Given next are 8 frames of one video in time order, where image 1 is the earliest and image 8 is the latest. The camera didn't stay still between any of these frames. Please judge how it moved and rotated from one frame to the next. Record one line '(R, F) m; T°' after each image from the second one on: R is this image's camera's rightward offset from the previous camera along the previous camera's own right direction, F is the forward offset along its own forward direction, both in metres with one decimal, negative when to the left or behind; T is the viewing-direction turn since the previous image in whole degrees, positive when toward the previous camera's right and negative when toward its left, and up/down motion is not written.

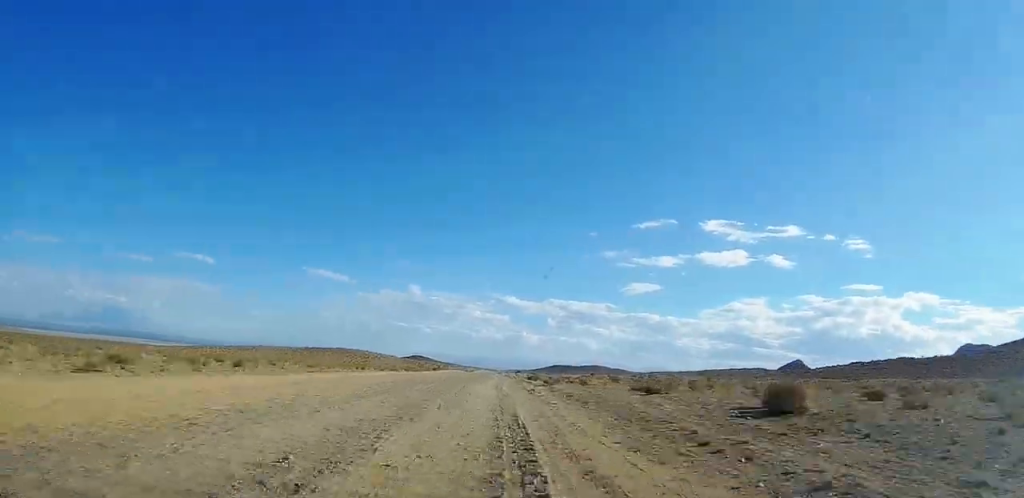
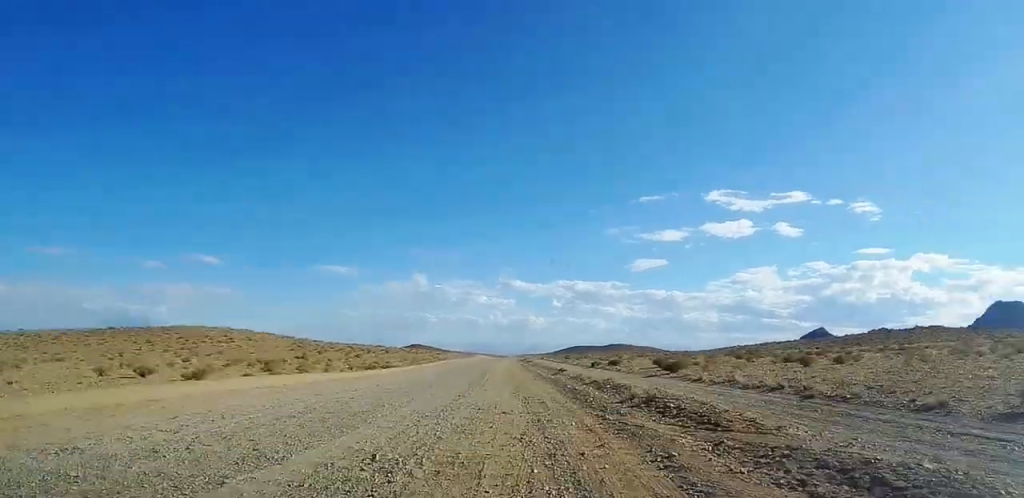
(-1.3, +175.8) m; 0°
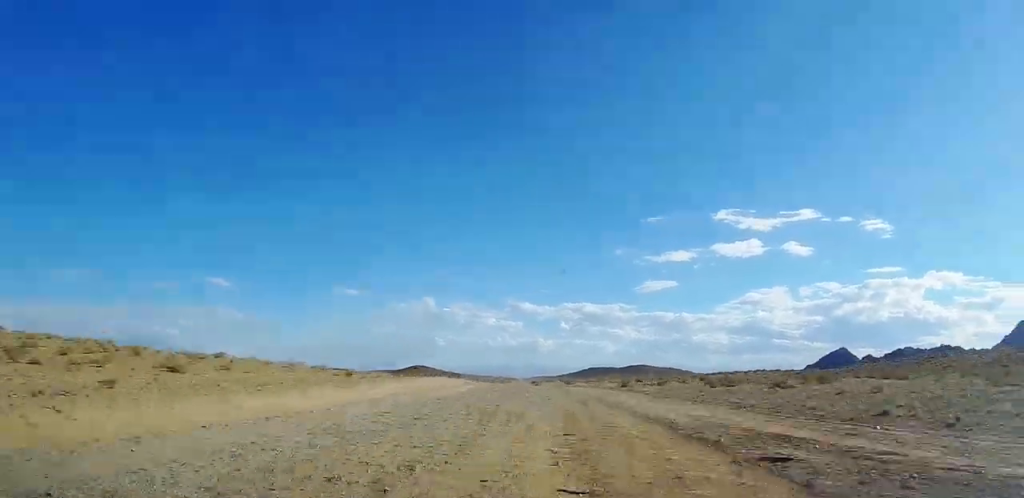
(+0.2, +113.7) m; 0°
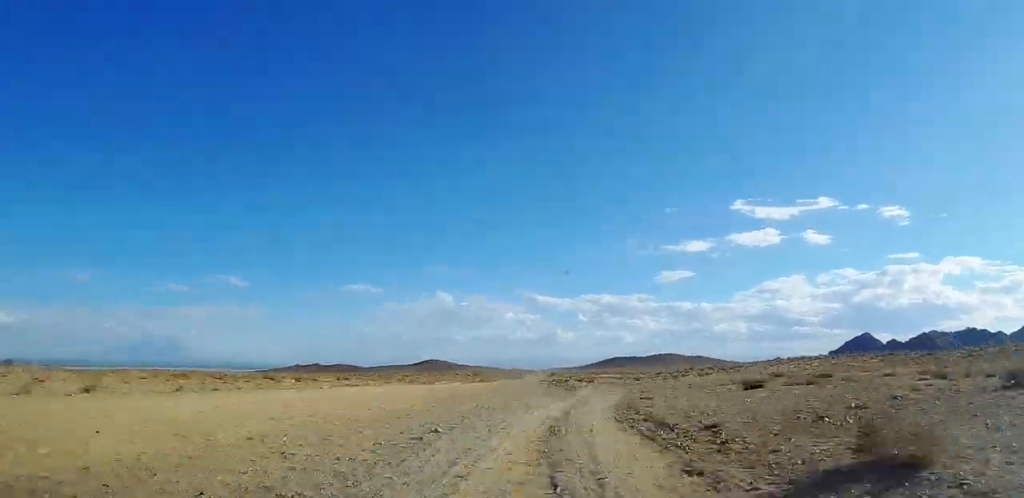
(-0.2, +55.4) m; 0°
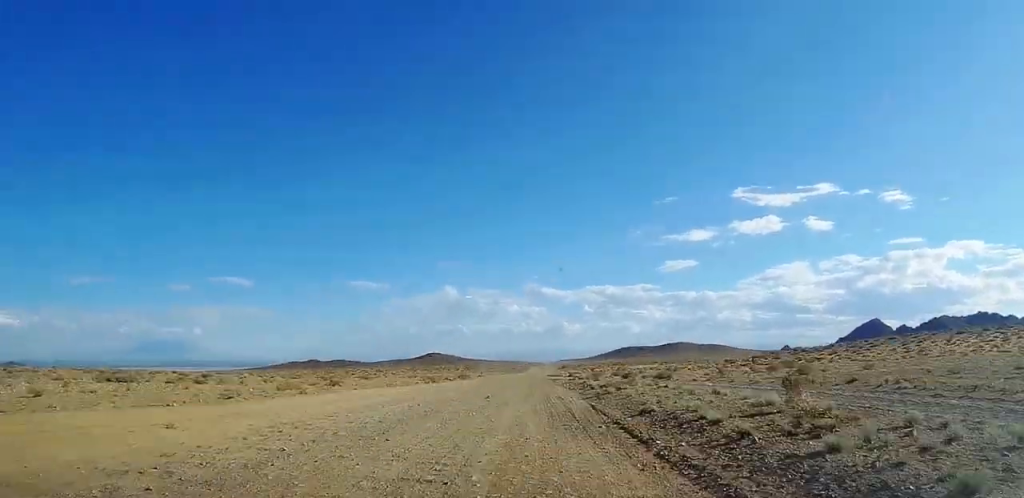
(-0.1, +57.2) m; 0°
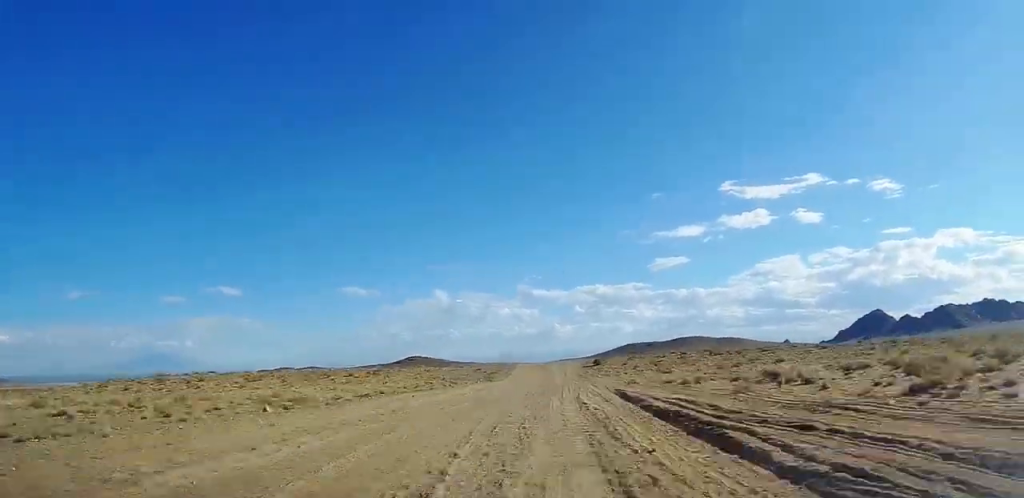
(+0.1, +118.8) m; +1°
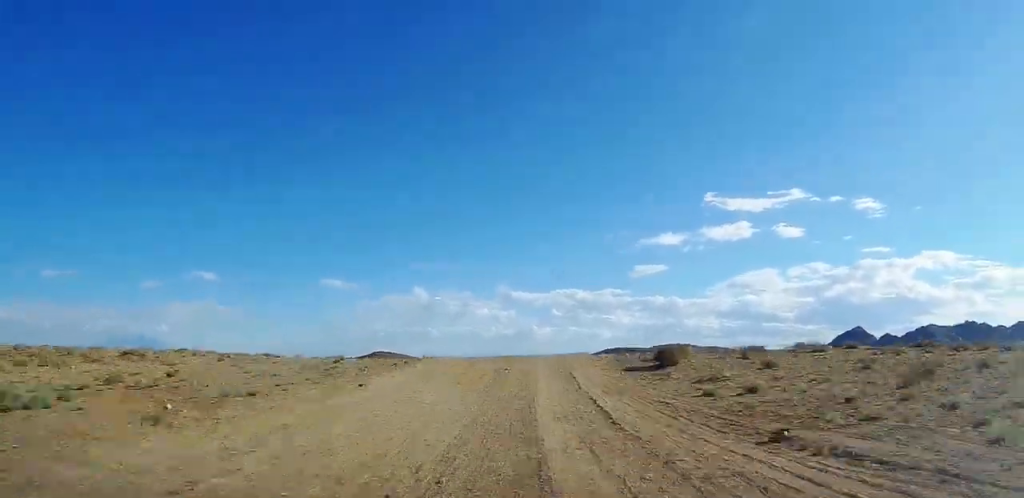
(+0.6, +49.9) m; 0°
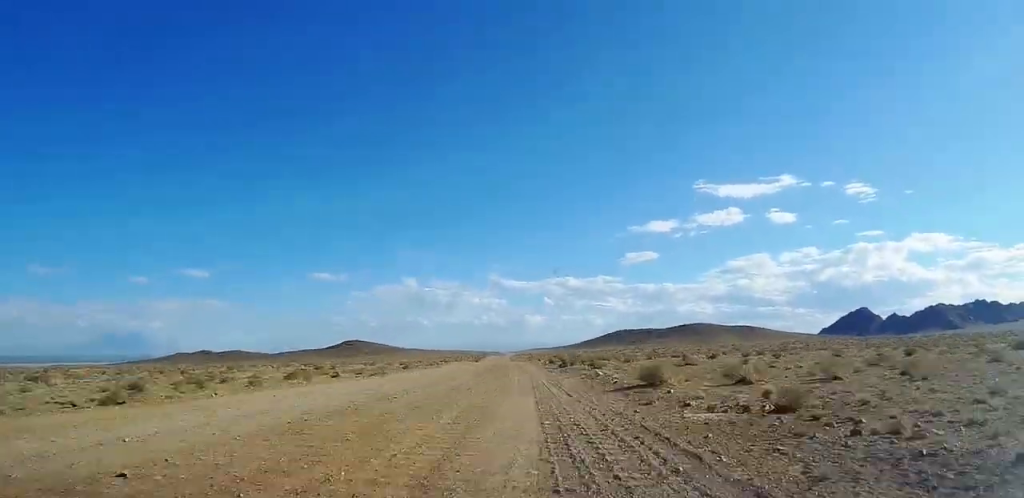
(+0.2, +133.0) m; -1°
